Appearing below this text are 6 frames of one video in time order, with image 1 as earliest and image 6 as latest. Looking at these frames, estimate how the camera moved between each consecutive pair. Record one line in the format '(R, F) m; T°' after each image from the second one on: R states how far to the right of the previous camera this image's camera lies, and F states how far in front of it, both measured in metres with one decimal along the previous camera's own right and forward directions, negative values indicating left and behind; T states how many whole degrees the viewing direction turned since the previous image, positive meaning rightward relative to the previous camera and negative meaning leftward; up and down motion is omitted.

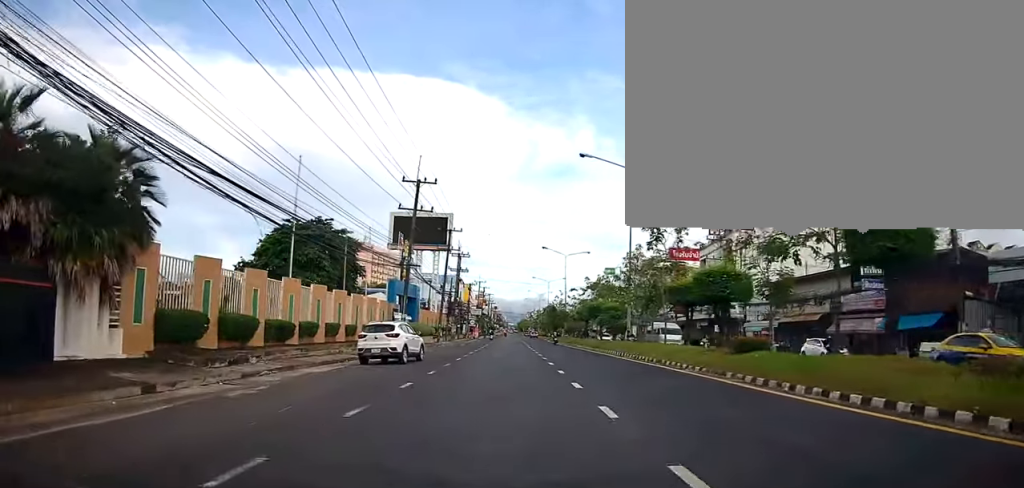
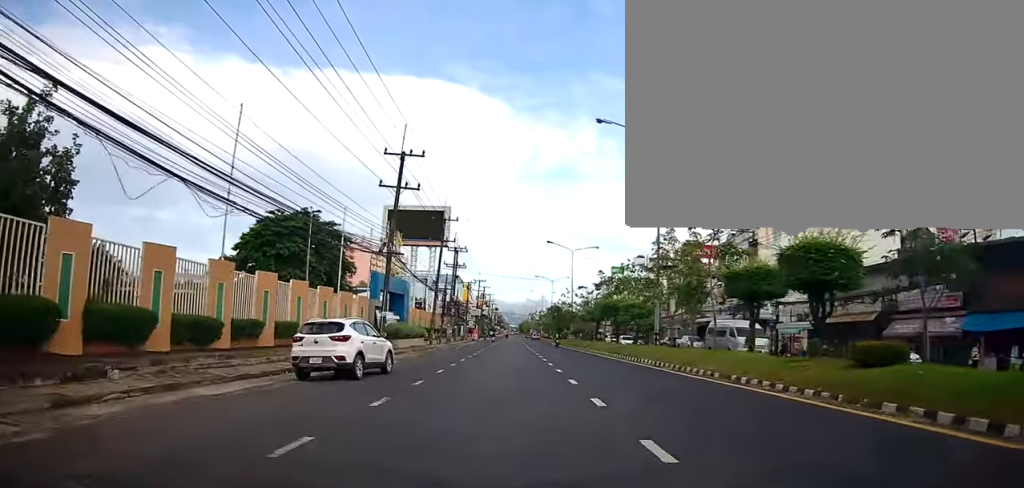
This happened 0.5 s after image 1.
(+0.3, +6.7) m; 0°
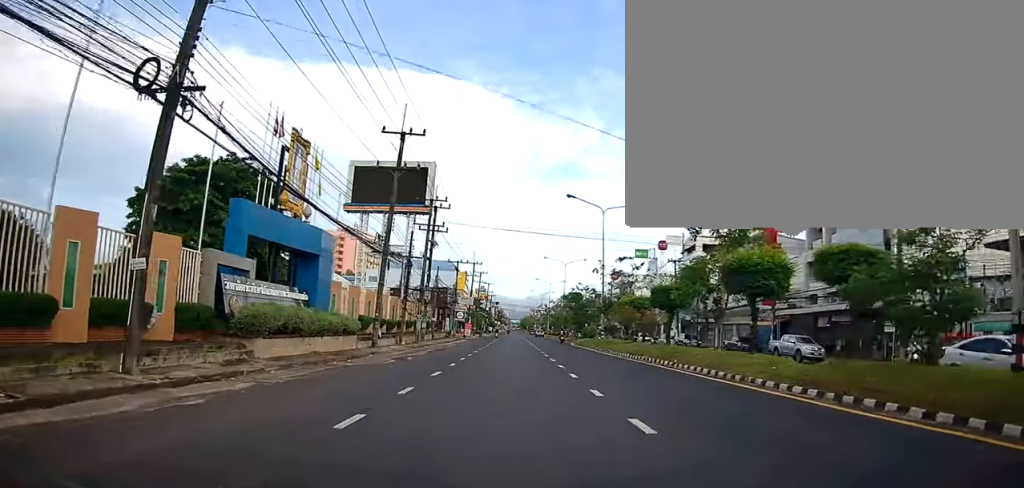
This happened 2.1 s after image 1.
(-0.2, +22.9) m; 0°
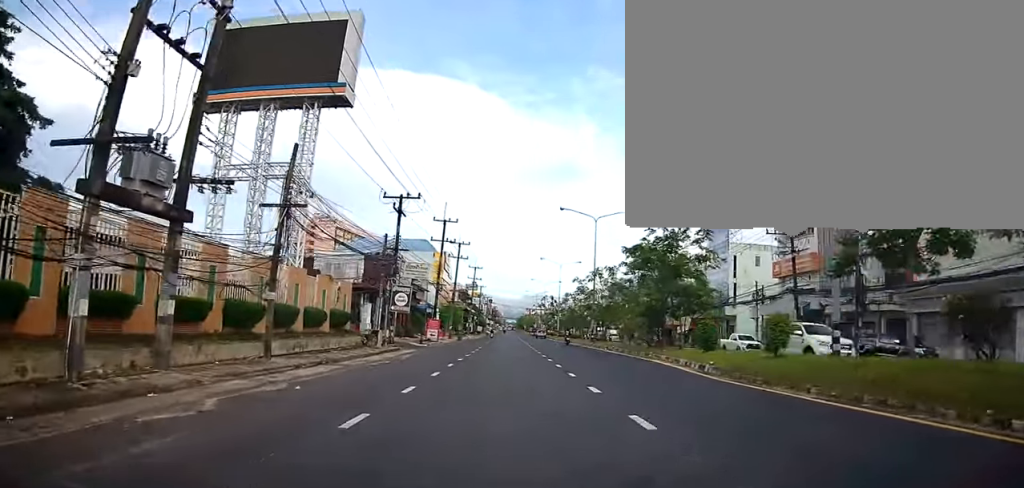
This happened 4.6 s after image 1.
(-0.1, +36.3) m; -1°
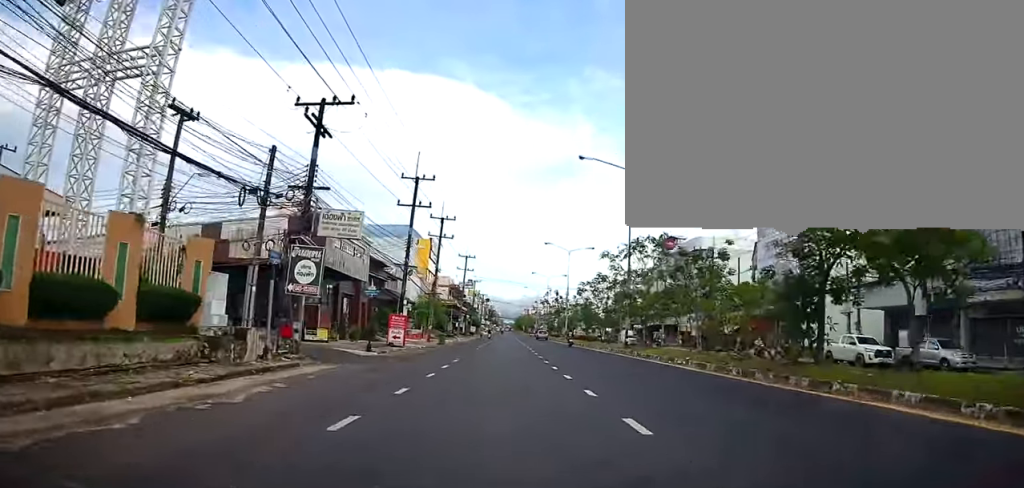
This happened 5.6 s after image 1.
(+0.5, +16.3) m; +2°
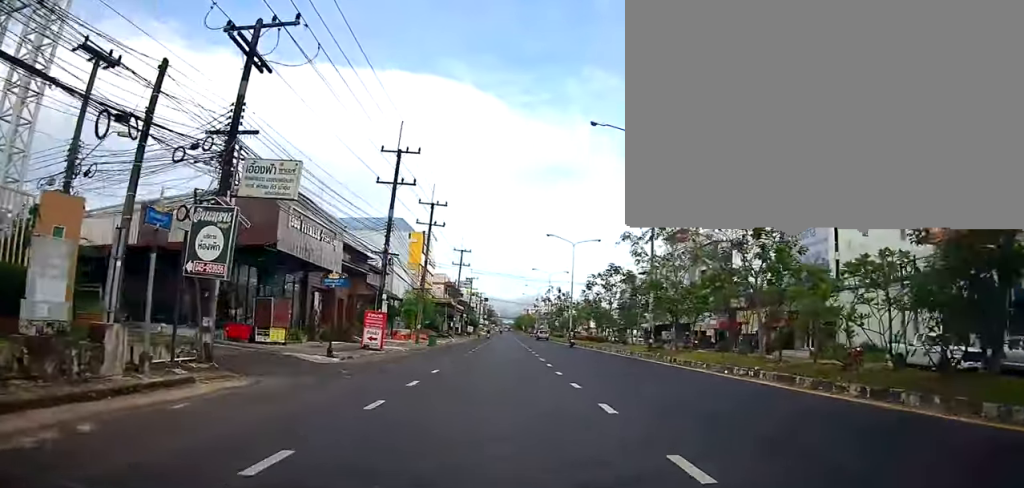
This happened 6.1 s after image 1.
(+0.3, +6.3) m; 0°
